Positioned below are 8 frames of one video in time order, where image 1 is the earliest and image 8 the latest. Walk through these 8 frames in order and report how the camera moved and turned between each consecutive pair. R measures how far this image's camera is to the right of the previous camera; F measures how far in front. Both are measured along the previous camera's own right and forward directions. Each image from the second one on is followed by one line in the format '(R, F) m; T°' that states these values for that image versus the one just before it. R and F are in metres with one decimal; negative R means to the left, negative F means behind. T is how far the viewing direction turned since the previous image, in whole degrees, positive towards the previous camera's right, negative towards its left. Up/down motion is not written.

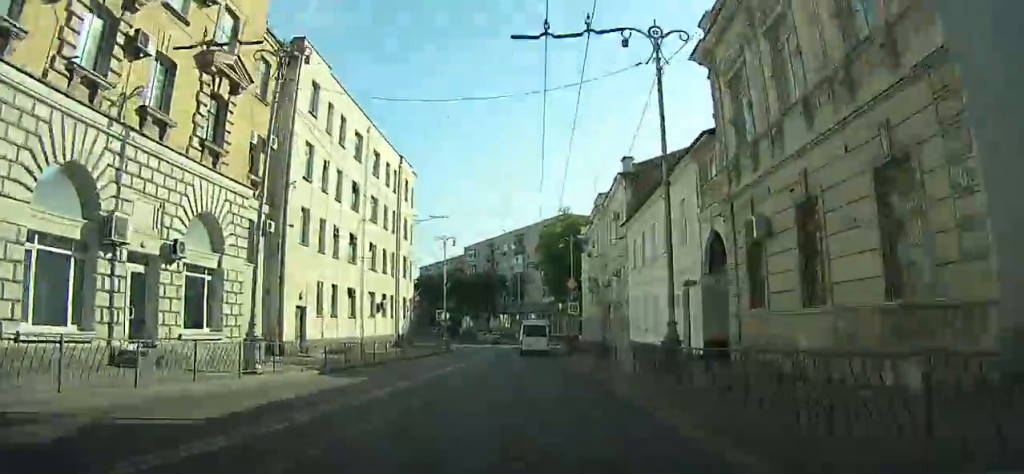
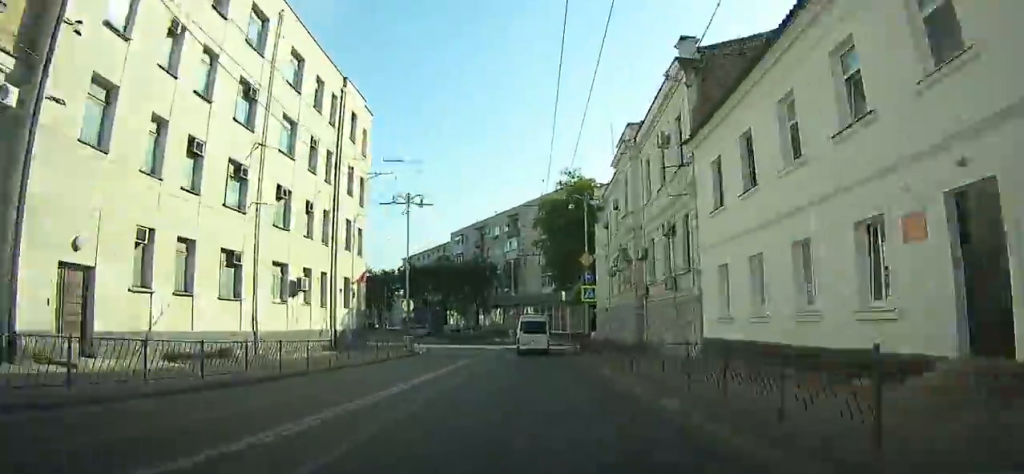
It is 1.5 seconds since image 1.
(+0.3, +14.5) m; +2°
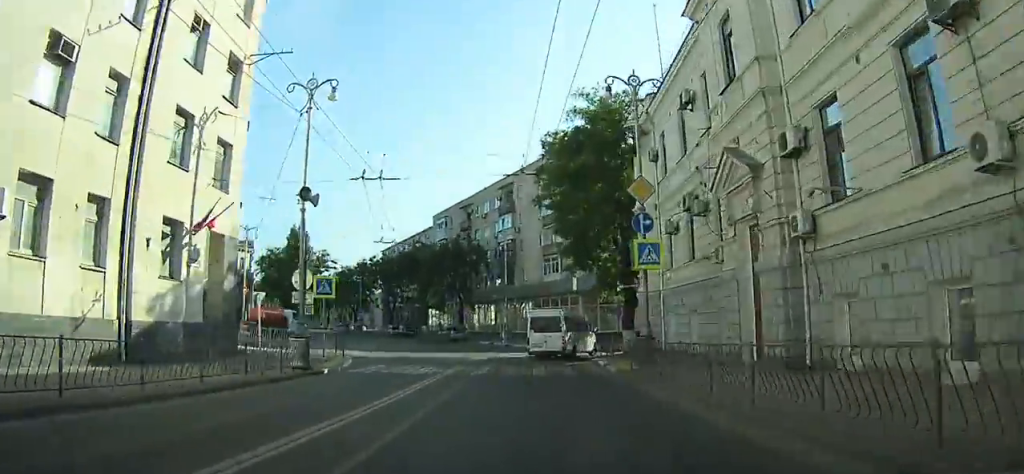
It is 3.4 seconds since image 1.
(+0.1, +16.9) m; +2°
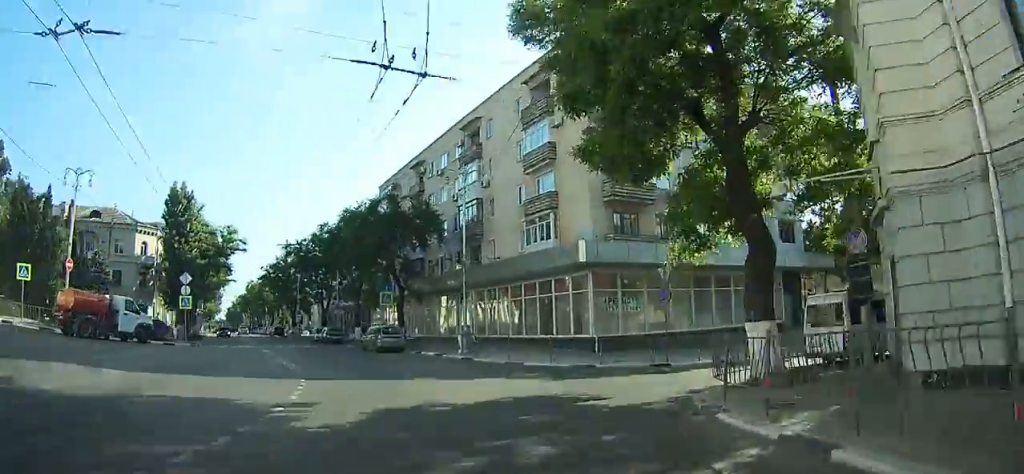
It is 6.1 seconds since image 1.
(+0.7, +20.9) m; +7°
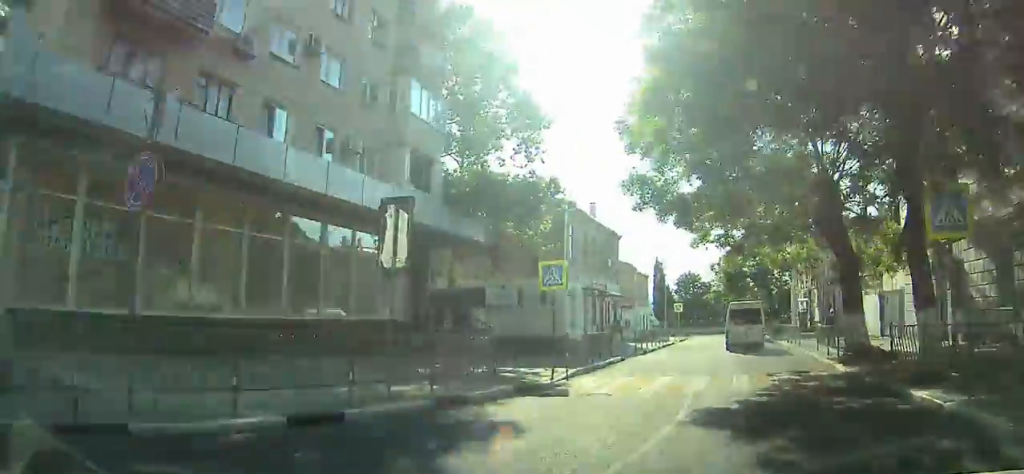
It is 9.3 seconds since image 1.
(+2.3, +21.2) m; +21°
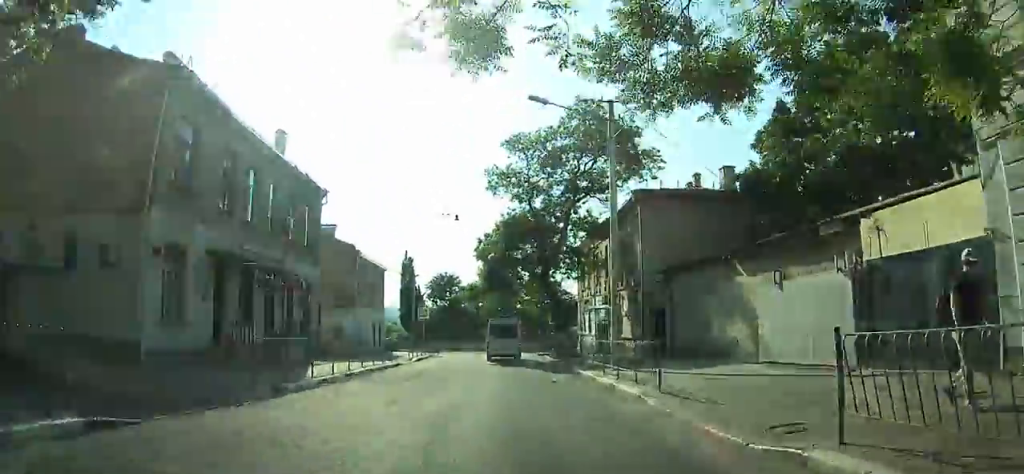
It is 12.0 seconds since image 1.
(+3.7, +16.0) m; +20°
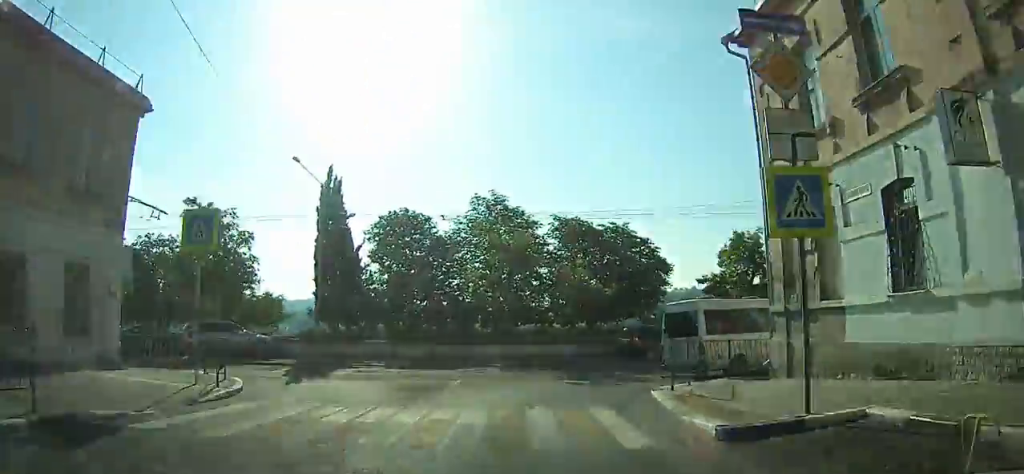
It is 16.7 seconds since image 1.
(+5.6, +27.0) m; +21°
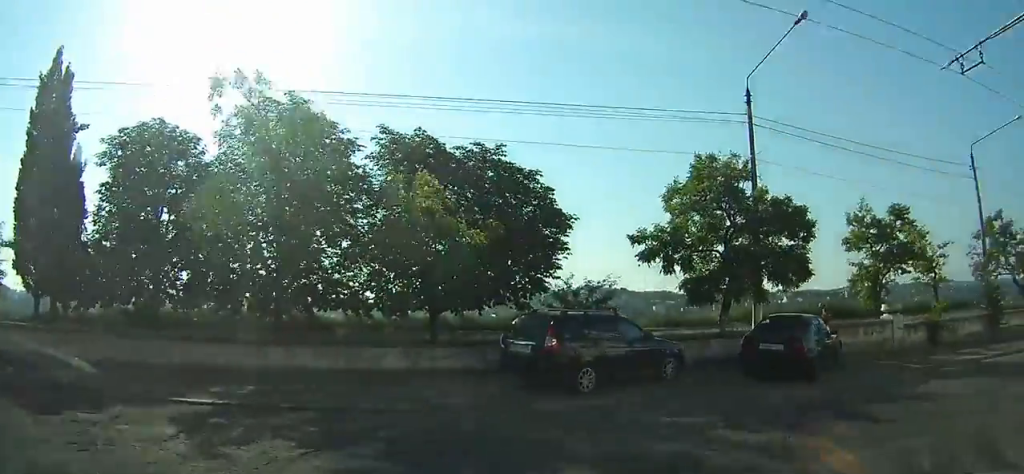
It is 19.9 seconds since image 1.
(+2.1, +16.0) m; +28°
